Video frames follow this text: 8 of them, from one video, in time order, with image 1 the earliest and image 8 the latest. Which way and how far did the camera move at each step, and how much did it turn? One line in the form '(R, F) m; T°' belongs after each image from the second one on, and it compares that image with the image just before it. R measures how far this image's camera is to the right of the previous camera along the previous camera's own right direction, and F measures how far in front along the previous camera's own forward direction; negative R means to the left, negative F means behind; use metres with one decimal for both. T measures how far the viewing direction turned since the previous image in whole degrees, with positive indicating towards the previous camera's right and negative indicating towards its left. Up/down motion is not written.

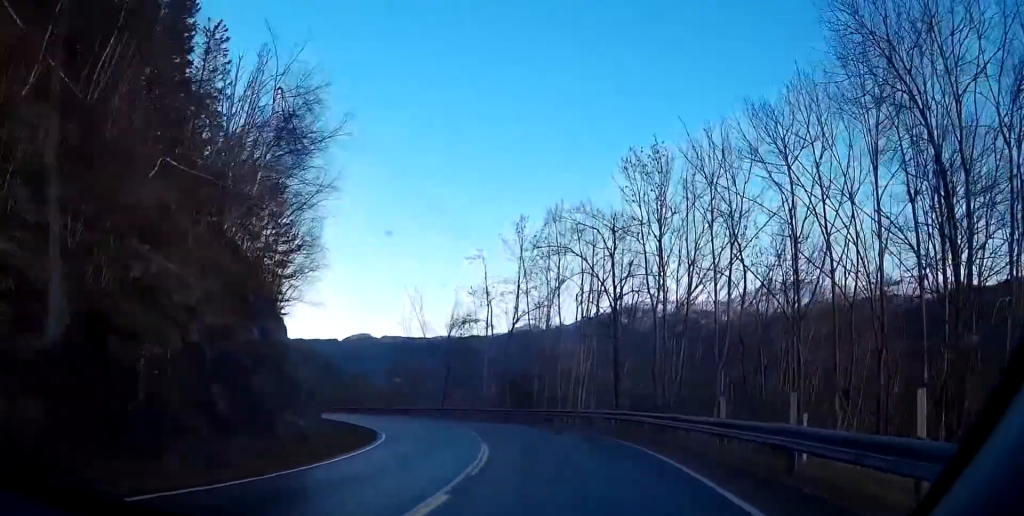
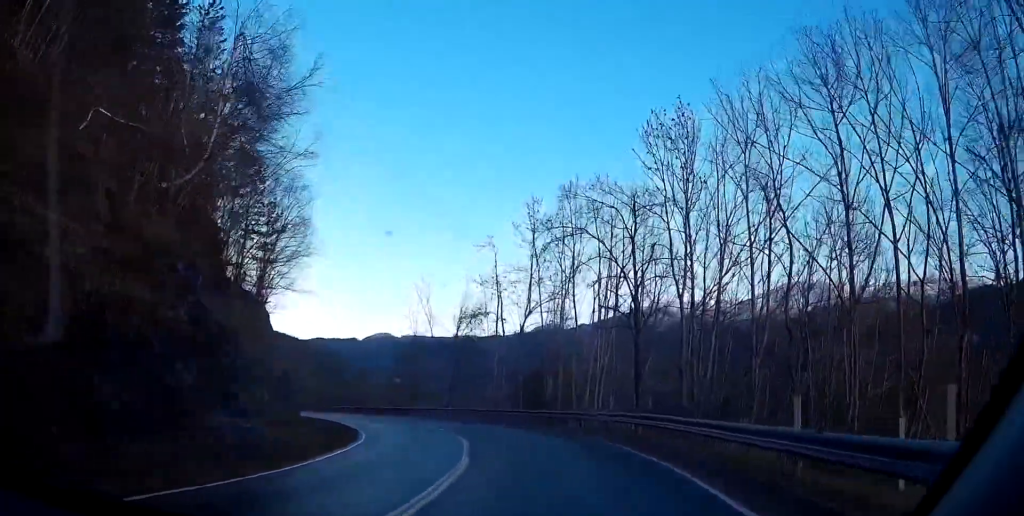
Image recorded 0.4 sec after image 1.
(+0.1, +4.8) m; -2°
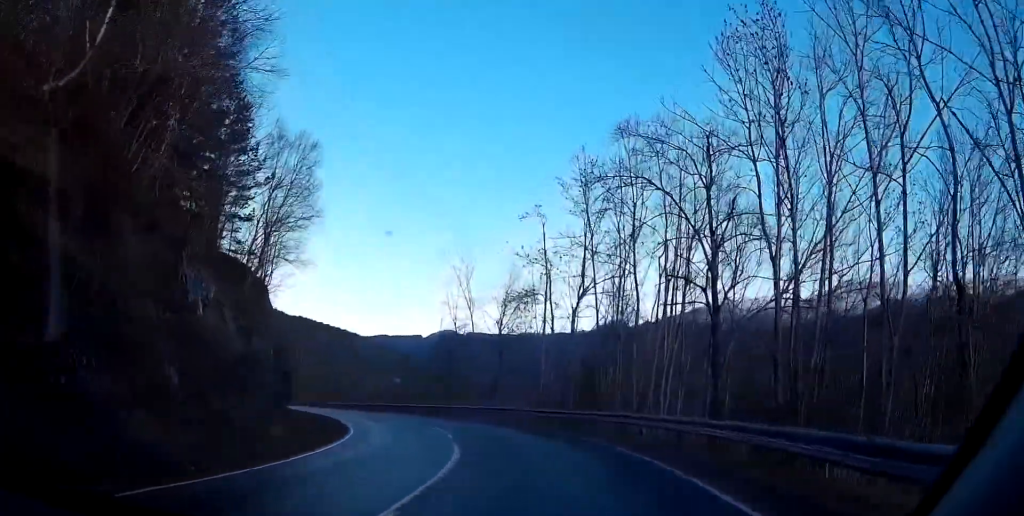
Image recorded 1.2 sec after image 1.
(-0.4, +9.0) m; -4°
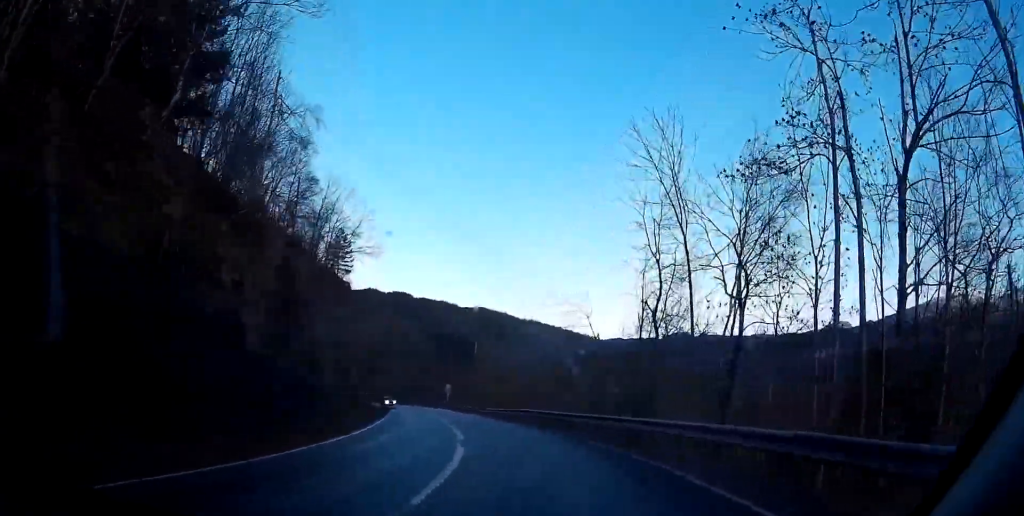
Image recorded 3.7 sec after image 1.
(-4.2, +27.1) m; -17°
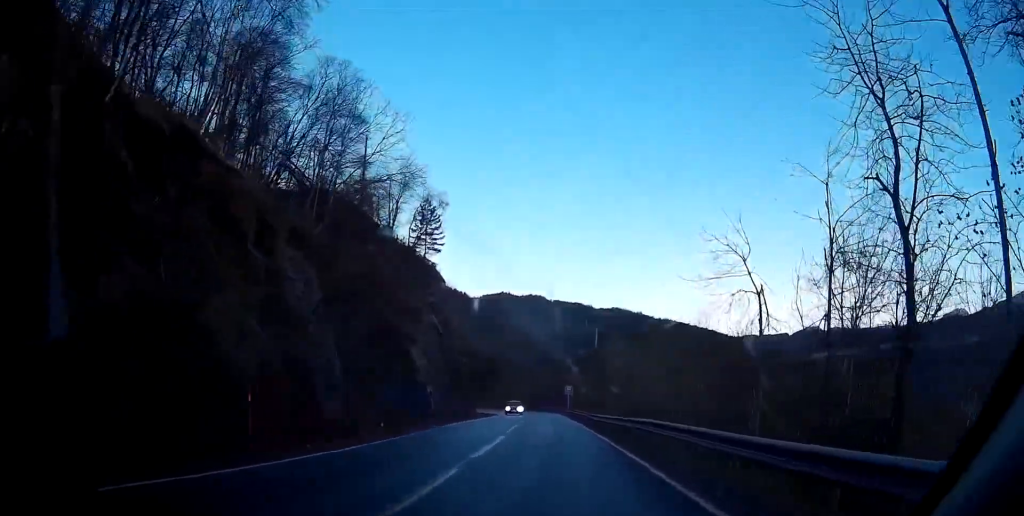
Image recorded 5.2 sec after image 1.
(-1.6, +17.2) m; -11°
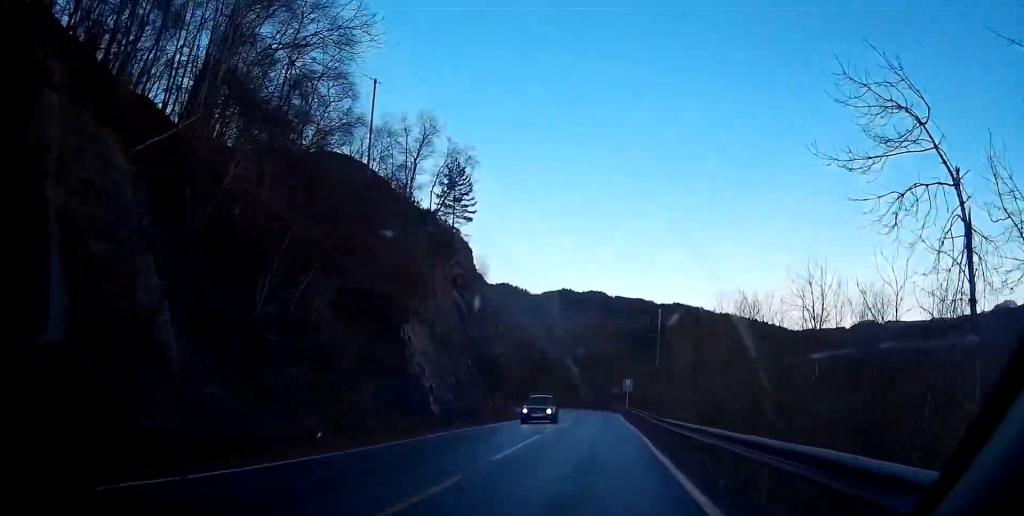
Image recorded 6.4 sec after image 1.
(-0.6, +13.2) m; -4°
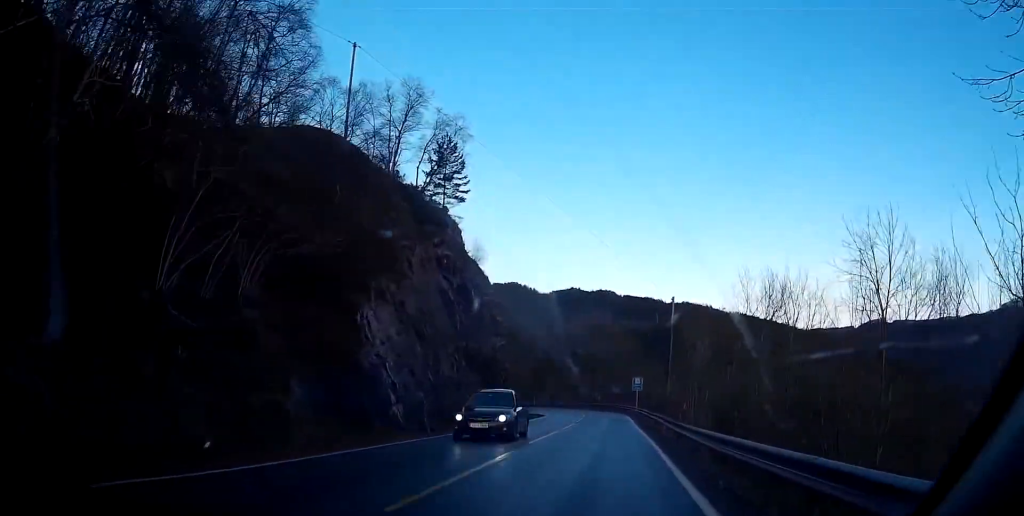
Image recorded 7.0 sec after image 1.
(-0.1, +6.4) m; 0°
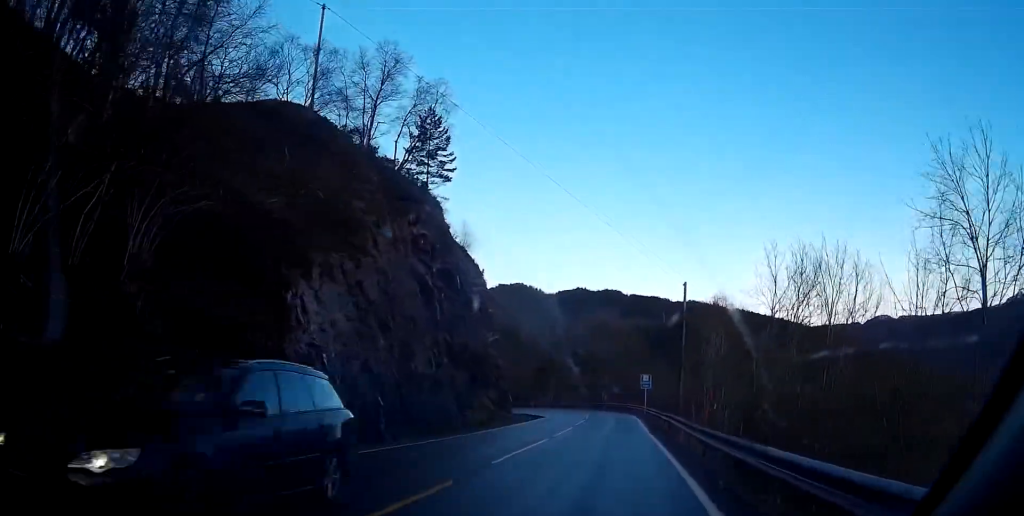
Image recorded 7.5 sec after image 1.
(-0.1, +5.9) m; 0°
